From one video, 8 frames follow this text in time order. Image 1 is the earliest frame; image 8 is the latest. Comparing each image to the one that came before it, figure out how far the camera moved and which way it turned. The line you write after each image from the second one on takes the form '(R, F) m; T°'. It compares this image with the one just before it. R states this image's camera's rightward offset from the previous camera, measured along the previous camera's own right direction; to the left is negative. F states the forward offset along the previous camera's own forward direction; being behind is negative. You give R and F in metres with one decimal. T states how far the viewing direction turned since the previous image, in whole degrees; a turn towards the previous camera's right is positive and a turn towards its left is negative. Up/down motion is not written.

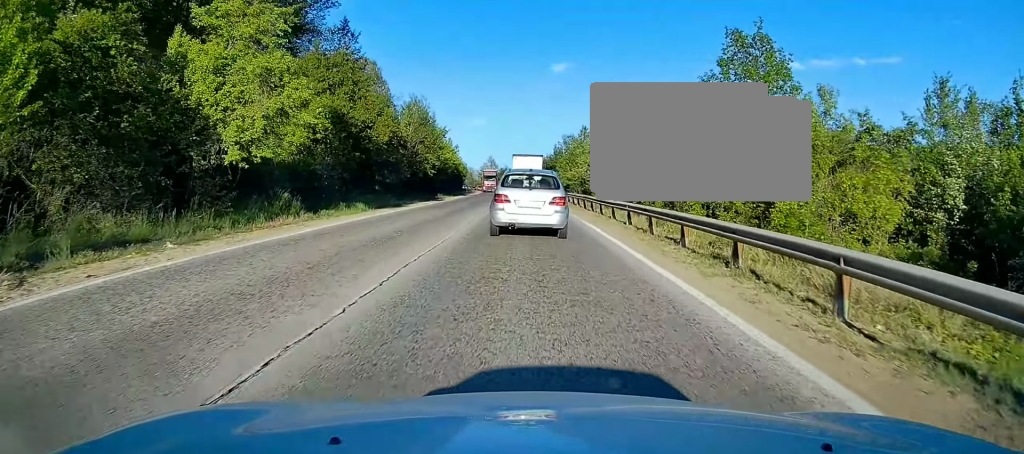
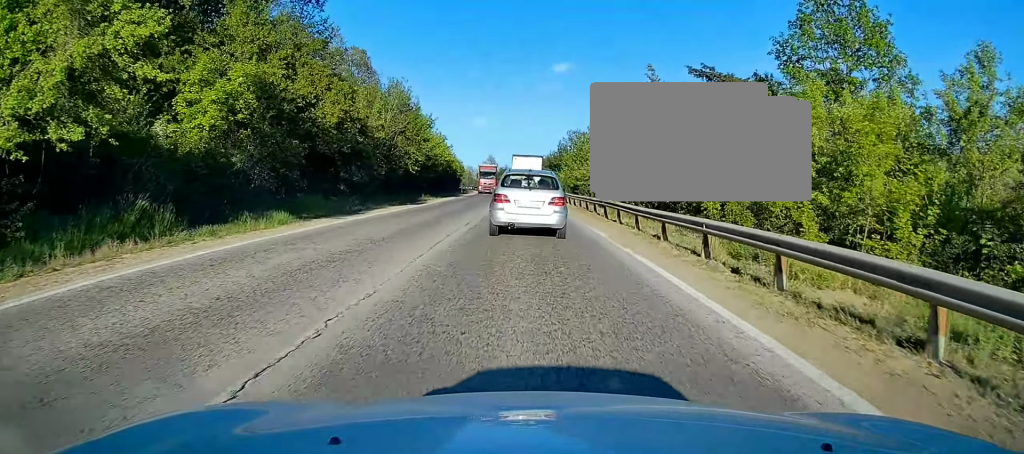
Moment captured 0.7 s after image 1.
(-0.1, +9.5) m; -2°
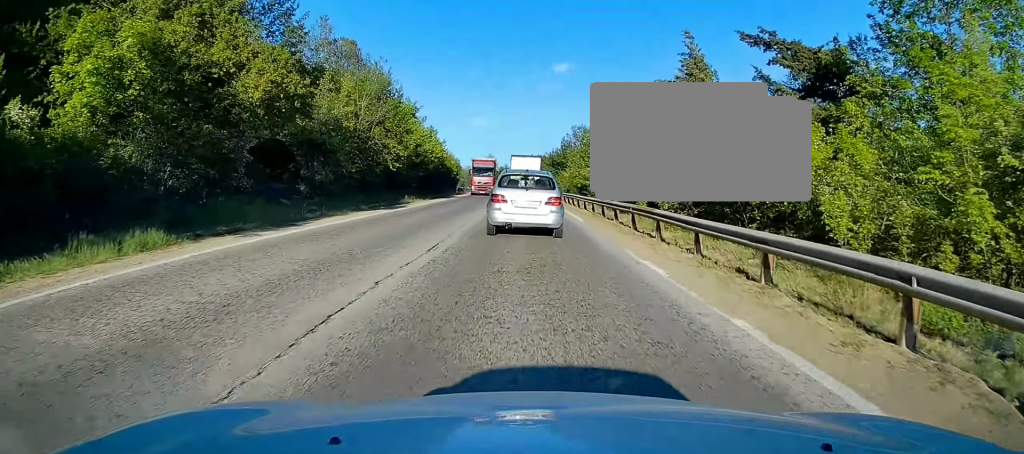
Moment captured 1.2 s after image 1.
(-0.2, +7.2) m; 0°
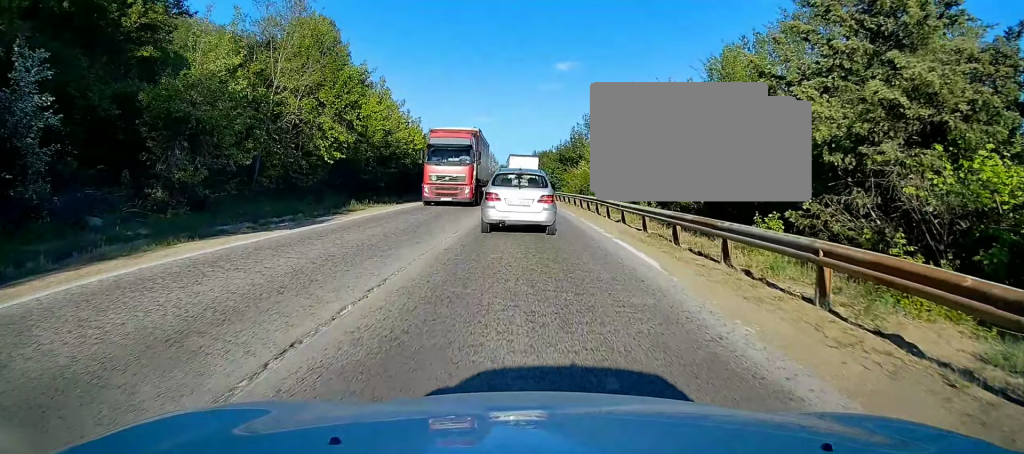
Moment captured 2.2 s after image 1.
(0.0, +13.4) m; +1°
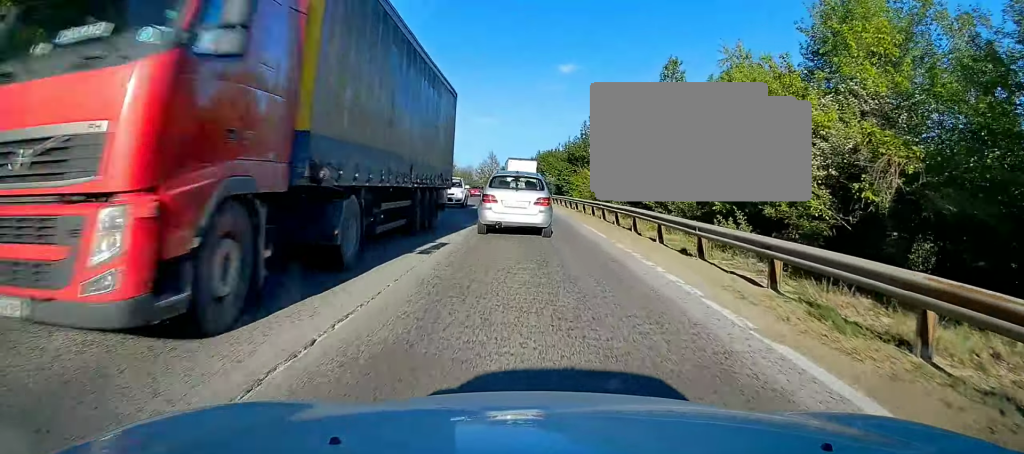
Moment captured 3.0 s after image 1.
(+0.2, +9.8) m; 0°
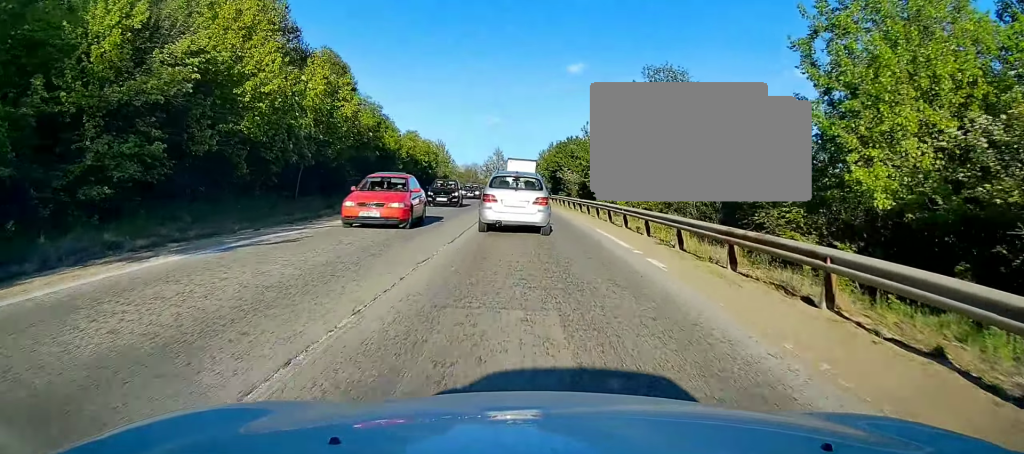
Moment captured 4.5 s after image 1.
(-0.5, +20.5) m; -1°
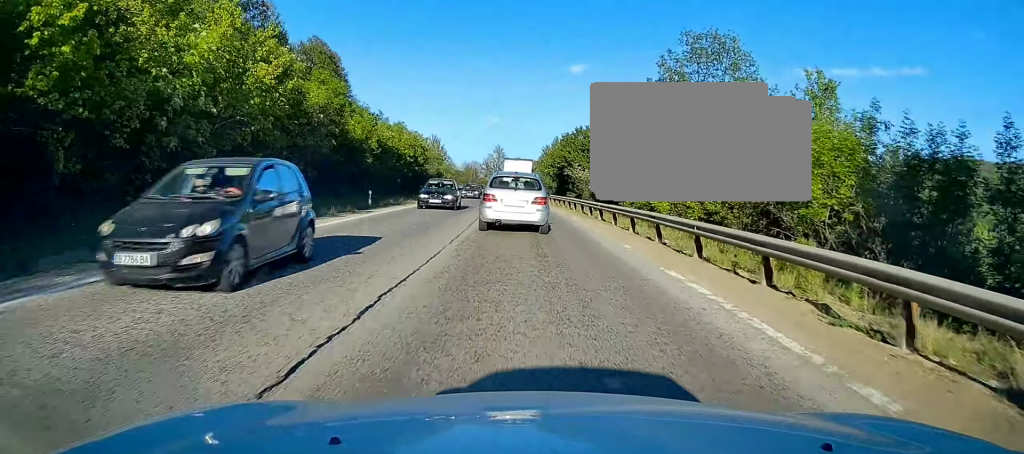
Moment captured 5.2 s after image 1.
(+0.1, +9.5) m; 0°
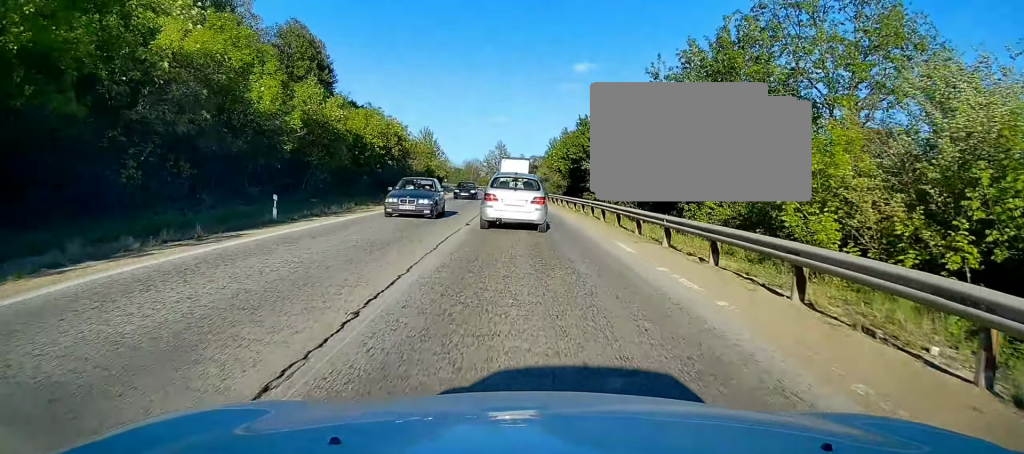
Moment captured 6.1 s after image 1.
(+0.1, +12.7) m; -1°
